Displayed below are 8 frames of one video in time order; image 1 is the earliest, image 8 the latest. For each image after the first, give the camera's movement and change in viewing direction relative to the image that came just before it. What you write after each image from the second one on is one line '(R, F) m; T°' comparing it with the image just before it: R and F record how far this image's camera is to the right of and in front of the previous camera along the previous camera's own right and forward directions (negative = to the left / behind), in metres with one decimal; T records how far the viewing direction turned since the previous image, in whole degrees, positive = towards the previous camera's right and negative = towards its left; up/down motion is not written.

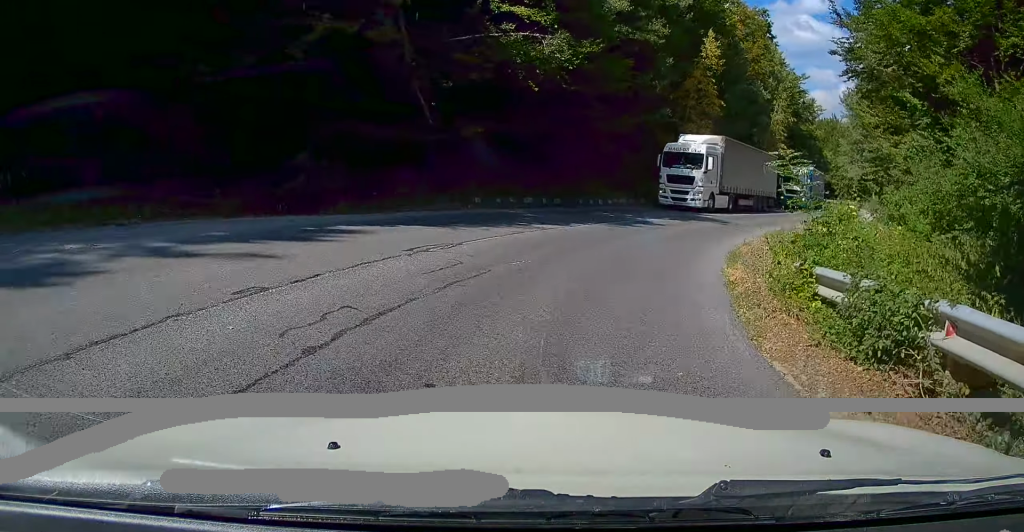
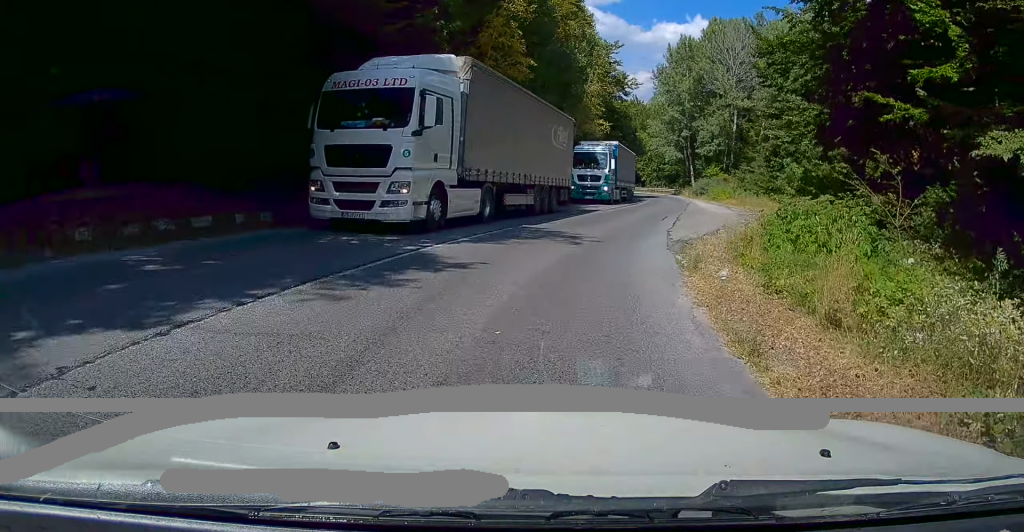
(+2.2, +13.1) m; +16°
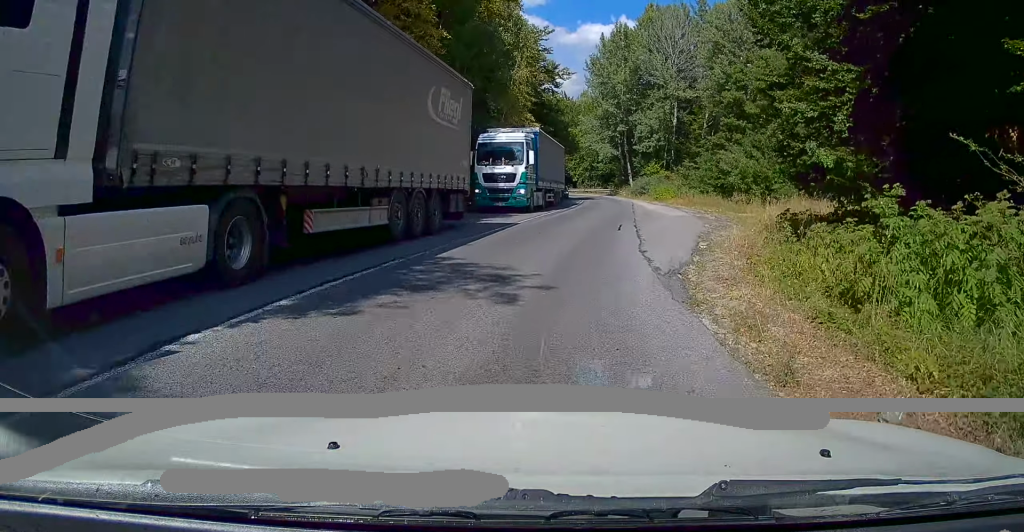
(+0.6, +7.5) m; +5°
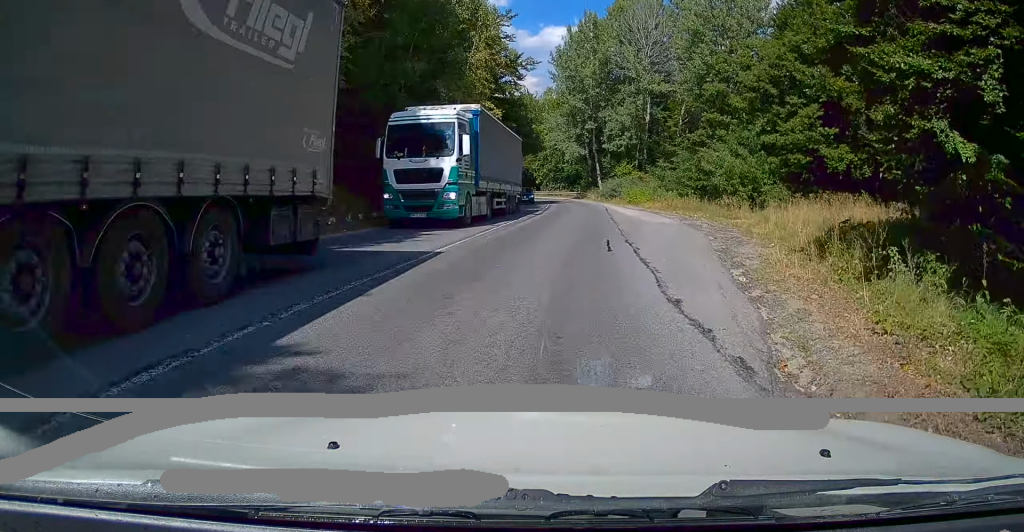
(+0.2, +6.8) m; +4°
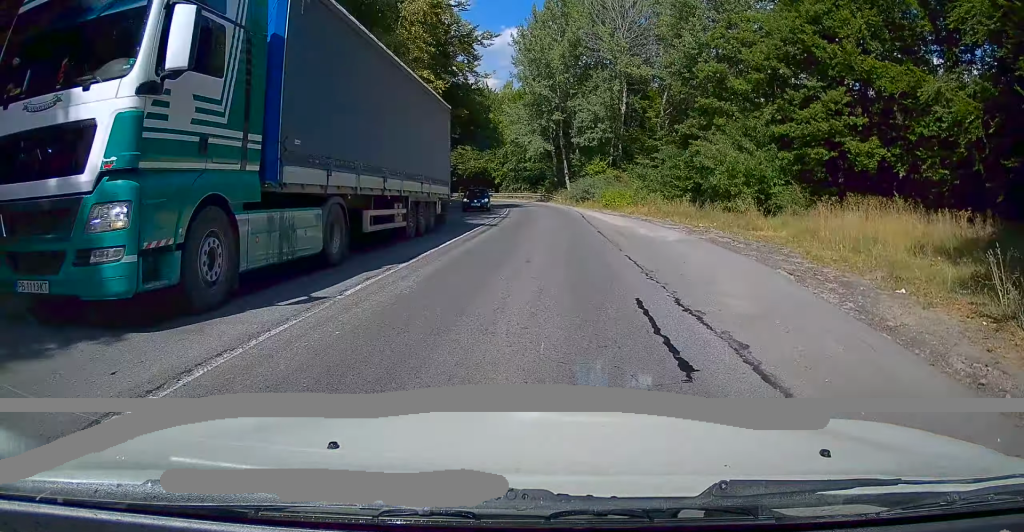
(+0.6, +10.2) m; +3°
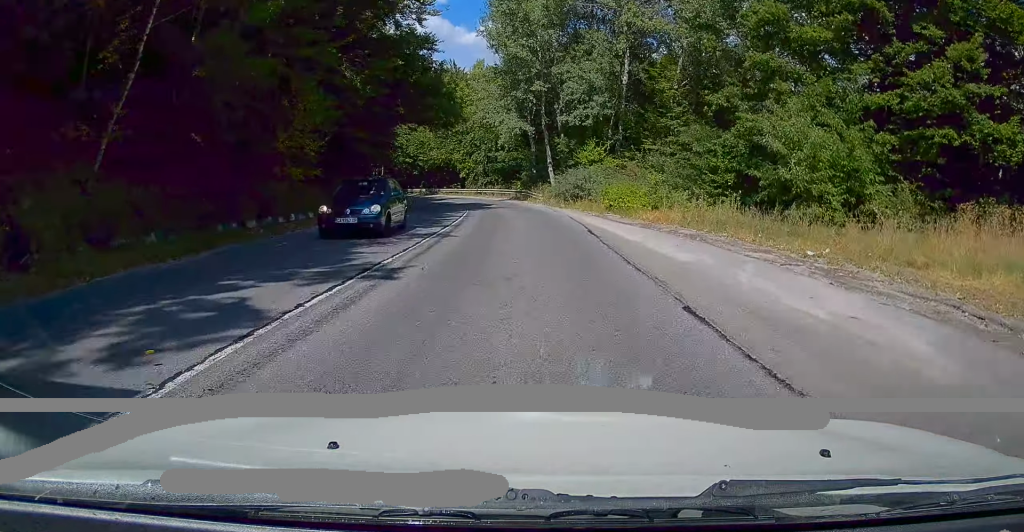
(+0.4, +15.0) m; +1°
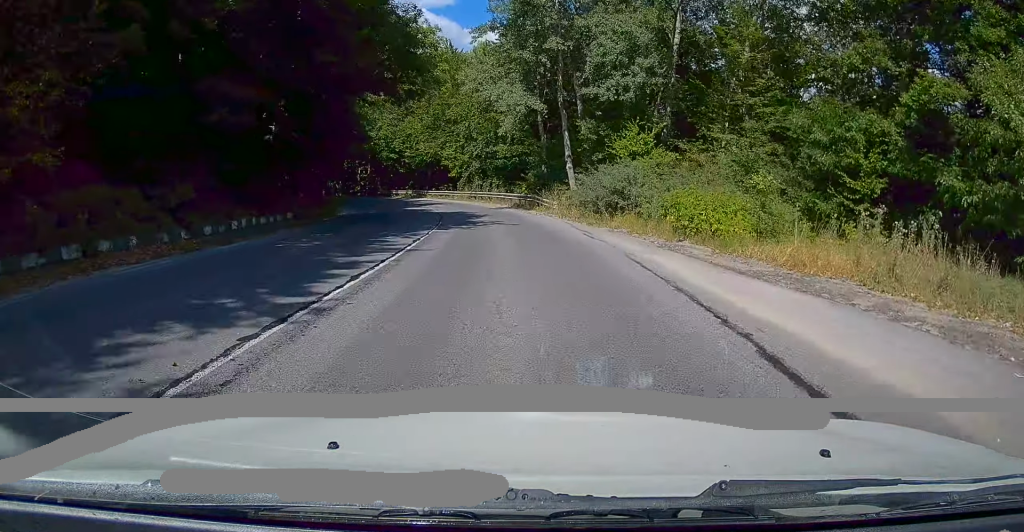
(-0.1, +14.4) m; -1°
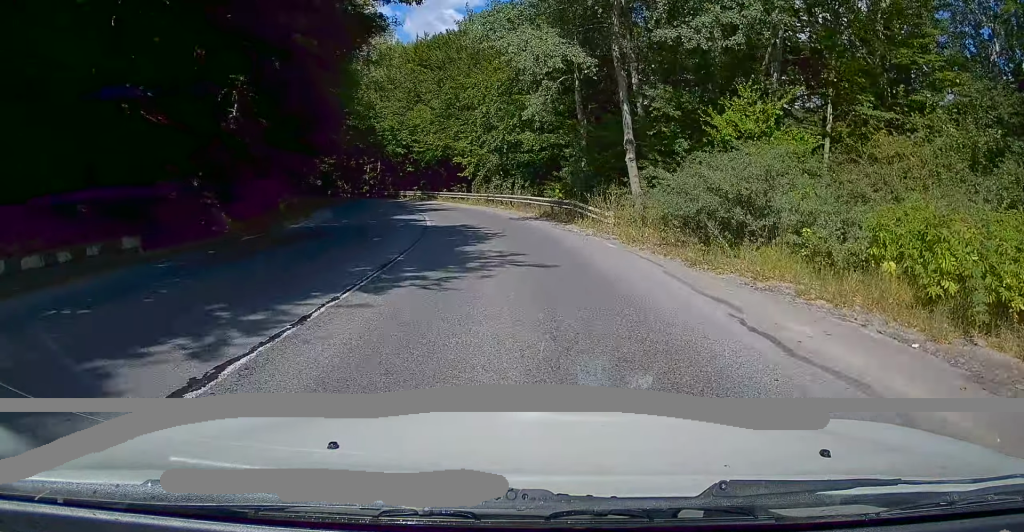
(-0.1, +11.9) m; -2°
